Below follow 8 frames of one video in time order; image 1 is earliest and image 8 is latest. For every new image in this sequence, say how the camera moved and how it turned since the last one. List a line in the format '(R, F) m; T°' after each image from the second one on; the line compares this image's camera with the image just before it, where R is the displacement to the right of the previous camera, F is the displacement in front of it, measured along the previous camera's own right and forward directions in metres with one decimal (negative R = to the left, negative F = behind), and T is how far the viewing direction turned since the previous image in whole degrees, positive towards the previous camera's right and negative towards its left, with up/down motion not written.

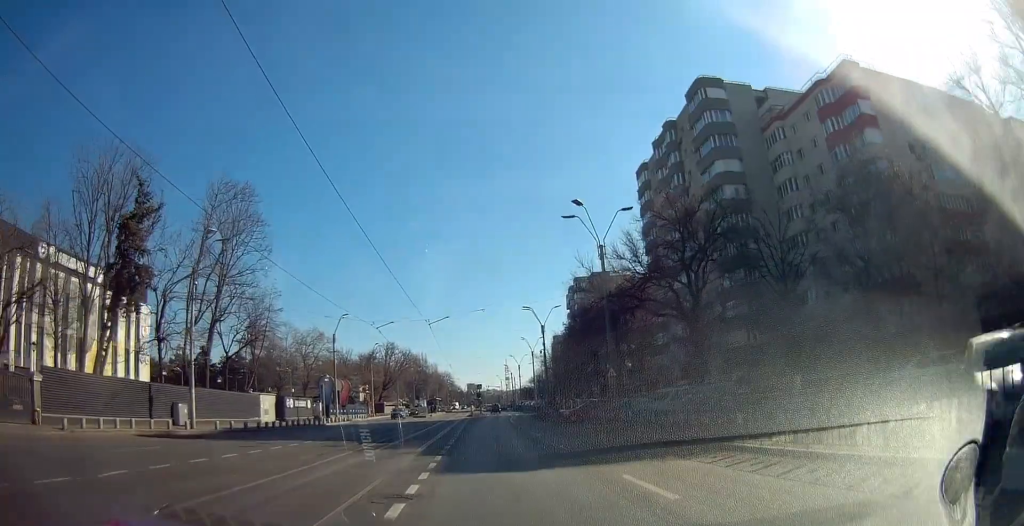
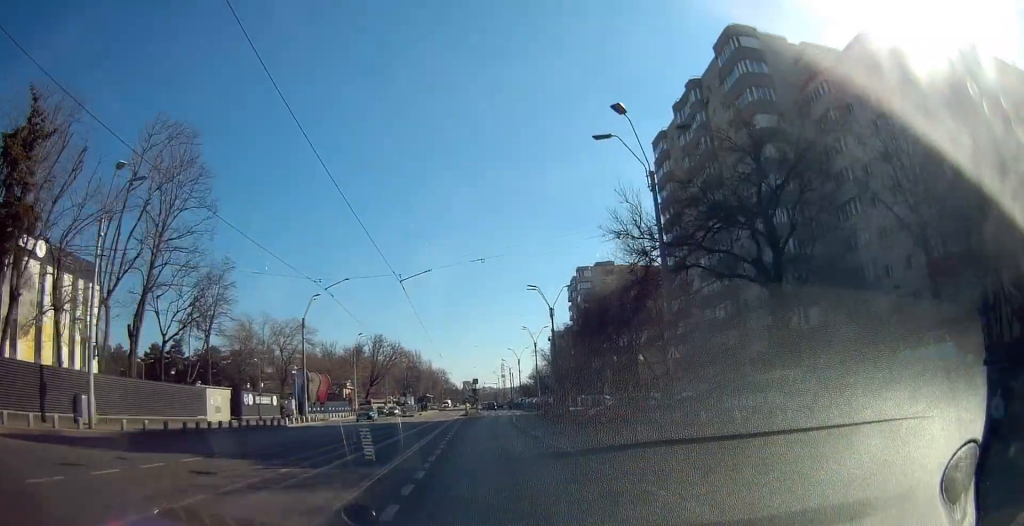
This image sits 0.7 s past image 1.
(0.0, +10.2) m; 0°
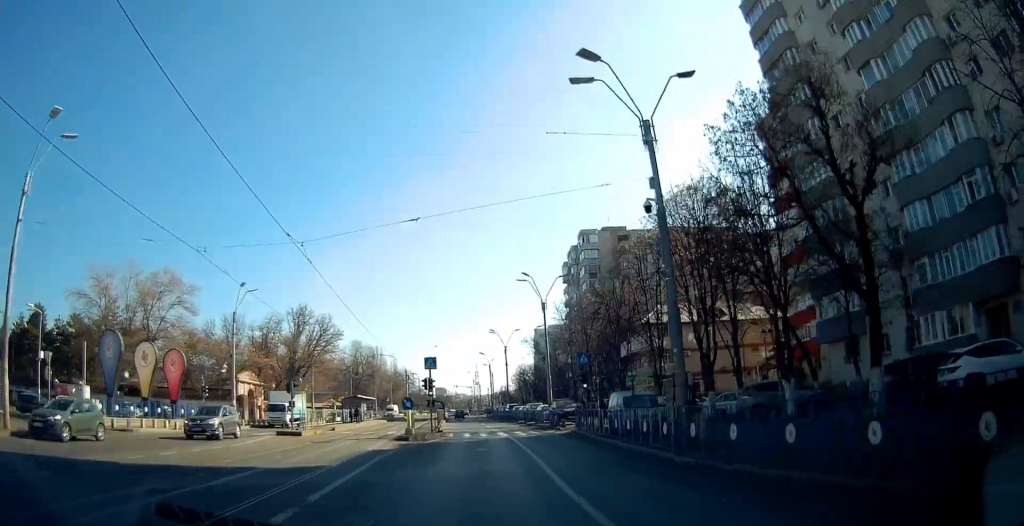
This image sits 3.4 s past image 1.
(+0.4, +35.7) m; +2°
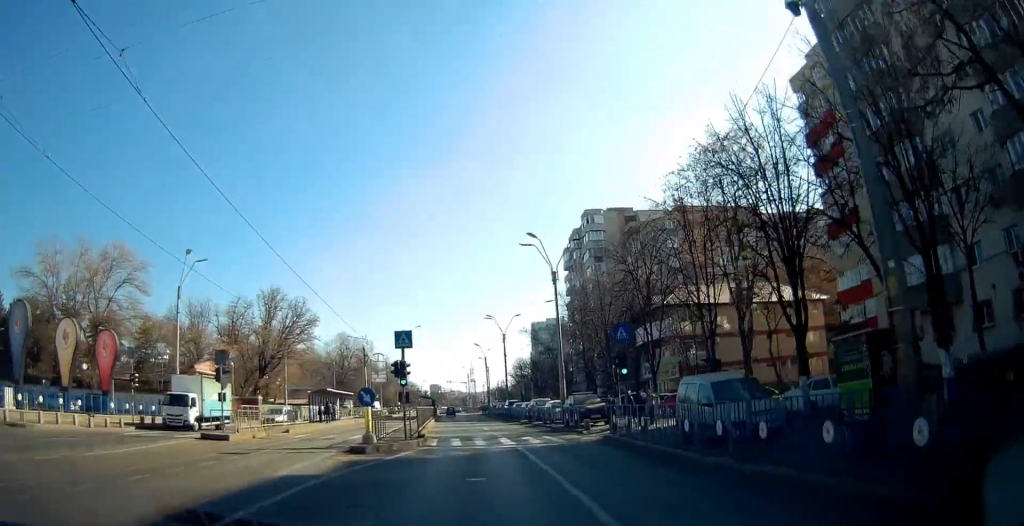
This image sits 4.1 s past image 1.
(0.0, +9.0) m; +2°
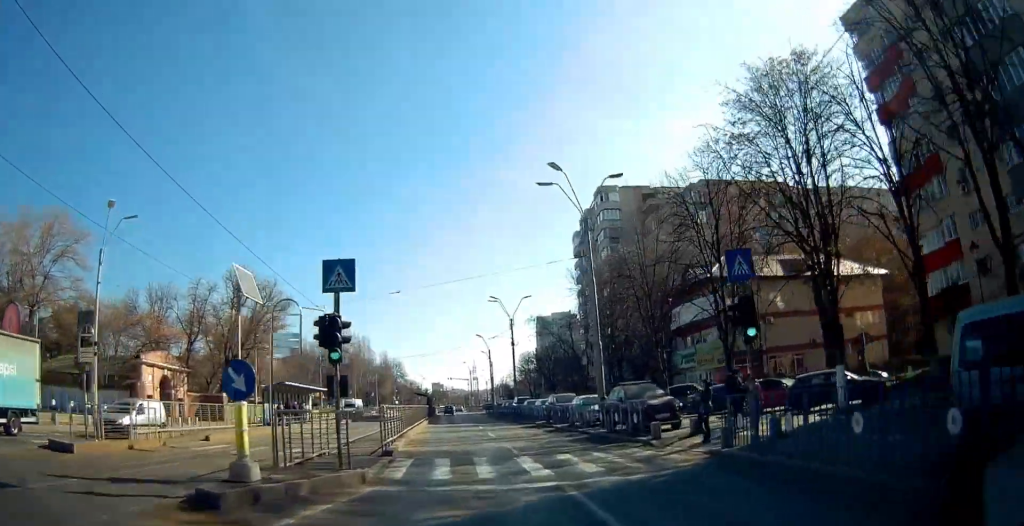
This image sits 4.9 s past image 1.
(+0.4, +10.2) m; 0°
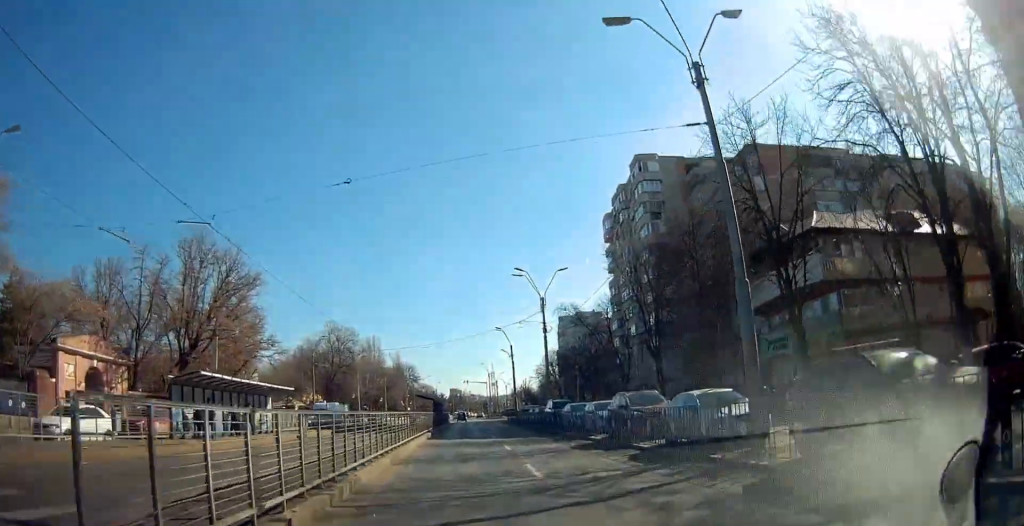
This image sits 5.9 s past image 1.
(-0.3, +12.7) m; -2°
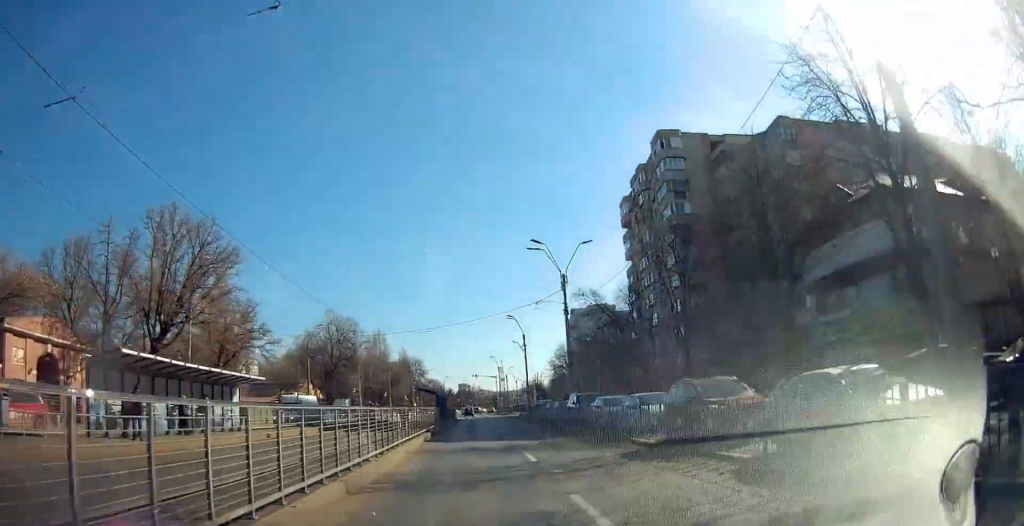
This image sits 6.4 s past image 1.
(0.0, +6.0) m; 0°
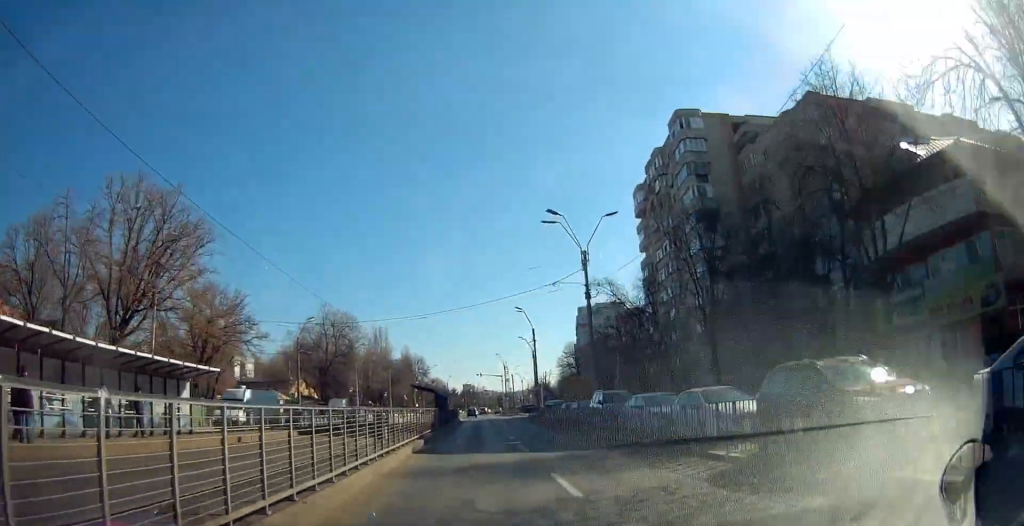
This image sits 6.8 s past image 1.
(-0.1, +5.6) m; +1°
